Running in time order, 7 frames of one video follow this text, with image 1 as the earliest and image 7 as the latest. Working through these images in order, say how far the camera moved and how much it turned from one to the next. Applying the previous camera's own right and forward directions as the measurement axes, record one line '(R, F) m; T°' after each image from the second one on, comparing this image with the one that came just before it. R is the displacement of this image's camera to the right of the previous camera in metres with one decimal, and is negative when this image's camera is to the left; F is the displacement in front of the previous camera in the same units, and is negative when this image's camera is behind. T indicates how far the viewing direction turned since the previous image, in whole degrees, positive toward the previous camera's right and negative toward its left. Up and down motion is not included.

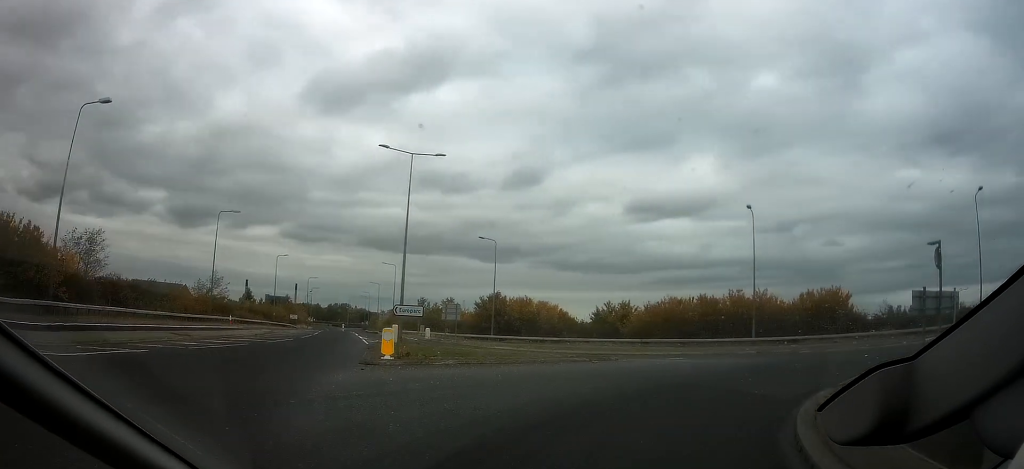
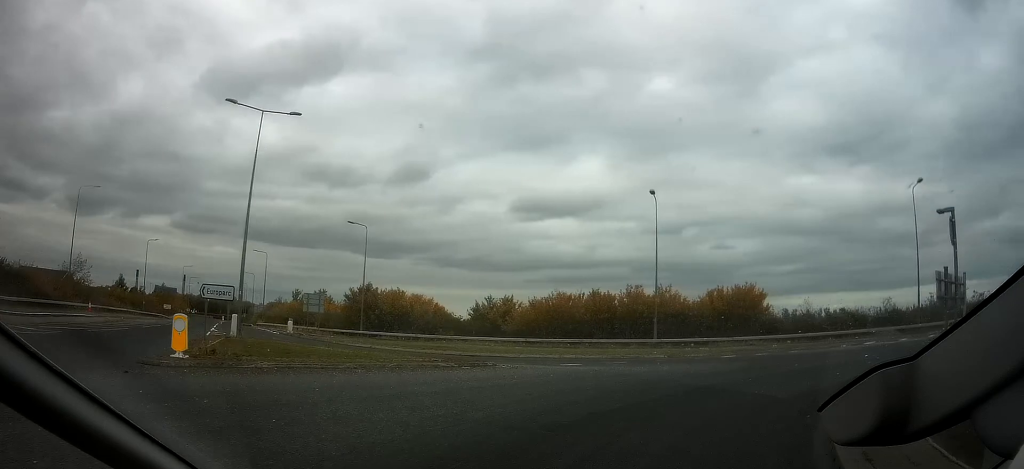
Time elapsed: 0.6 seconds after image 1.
(+0.1, +5.0) m; +9°
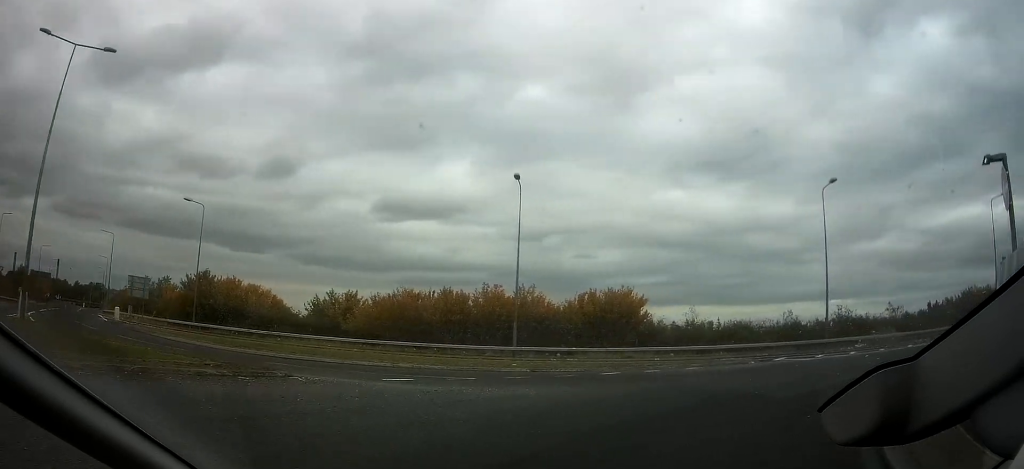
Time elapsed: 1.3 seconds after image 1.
(+0.7, +5.2) m; +14°
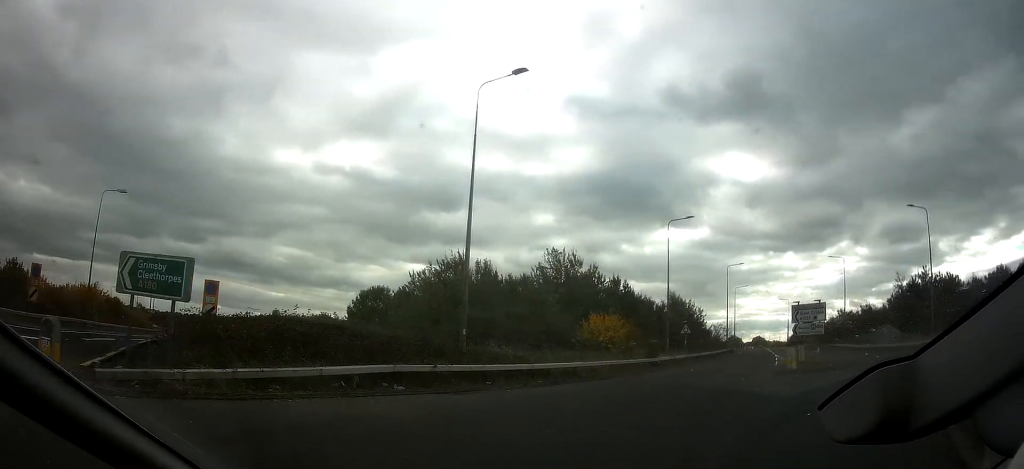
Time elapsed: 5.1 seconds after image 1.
(+20.3, +10.3) m; +117°
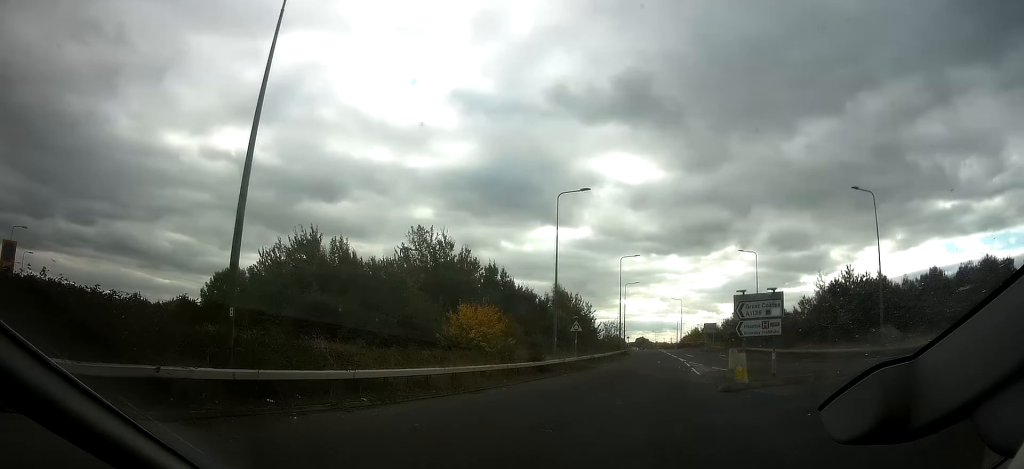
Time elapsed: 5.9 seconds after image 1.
(+0.9, +7.9) m; +10°
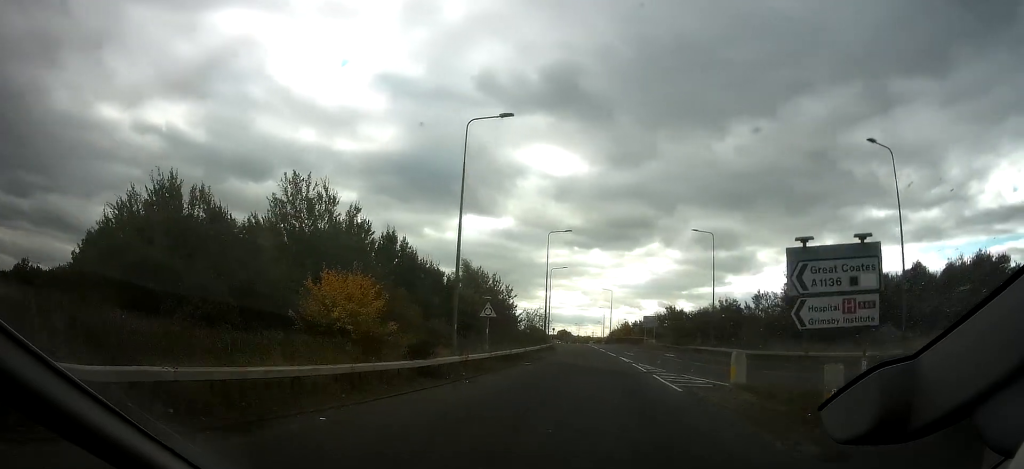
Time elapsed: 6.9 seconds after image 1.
(+0.6, +10.4) m; +5°
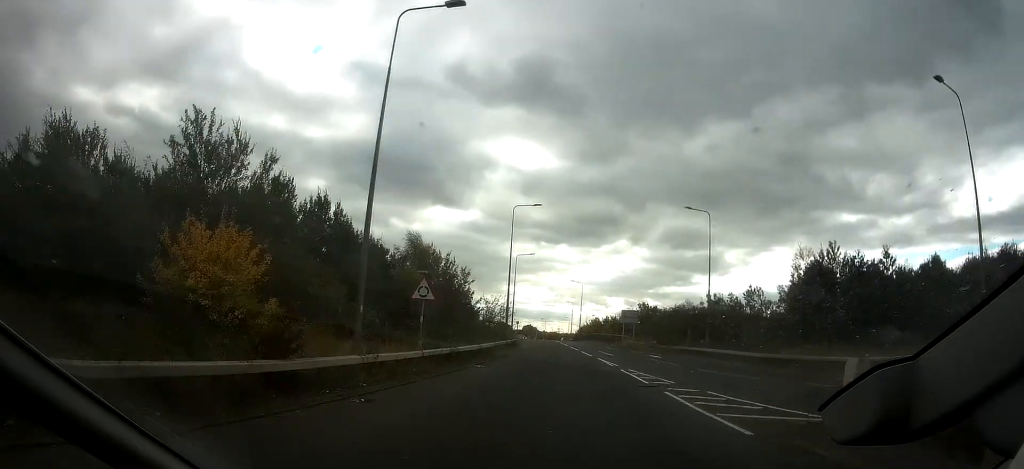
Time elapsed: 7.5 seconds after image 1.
(+0.2, +7.9) m; +2°
